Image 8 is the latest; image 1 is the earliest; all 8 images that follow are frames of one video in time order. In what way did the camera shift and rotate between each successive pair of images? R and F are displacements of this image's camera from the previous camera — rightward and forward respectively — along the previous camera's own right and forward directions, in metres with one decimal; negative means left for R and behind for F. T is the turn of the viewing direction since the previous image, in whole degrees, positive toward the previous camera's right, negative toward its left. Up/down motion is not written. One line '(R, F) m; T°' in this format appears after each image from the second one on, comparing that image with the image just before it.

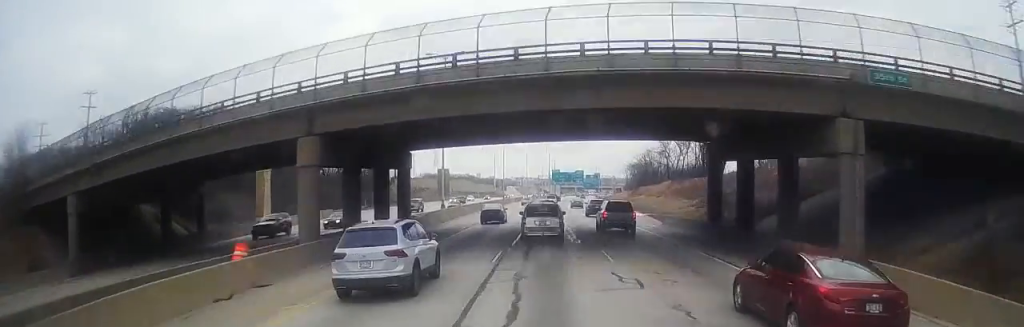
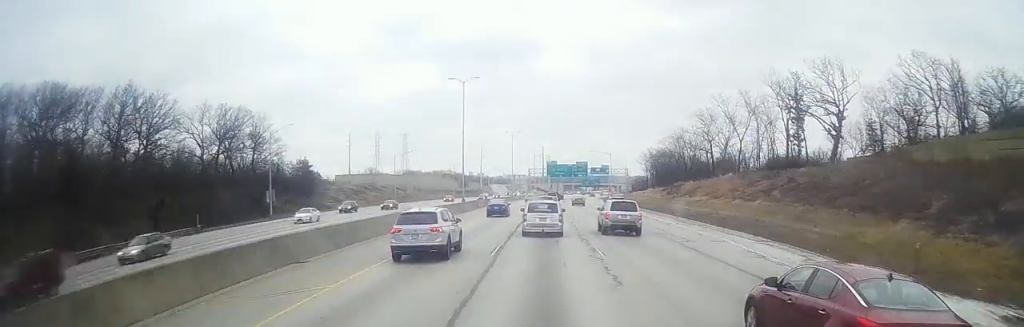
(-0.1, +58.4) m; +2°
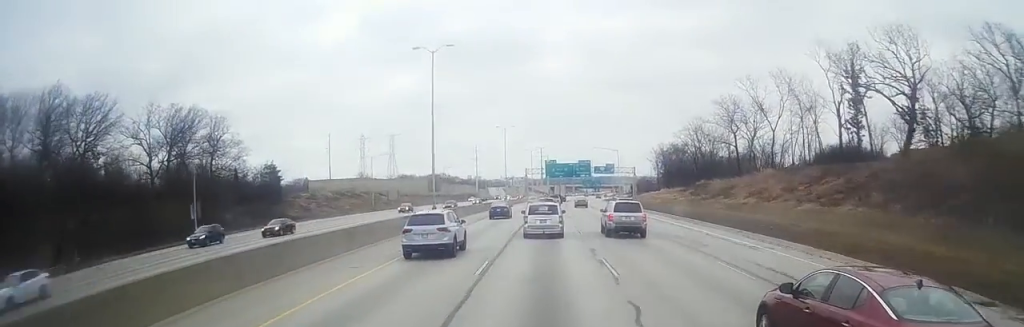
(+0.3, +19.4) m; +1°
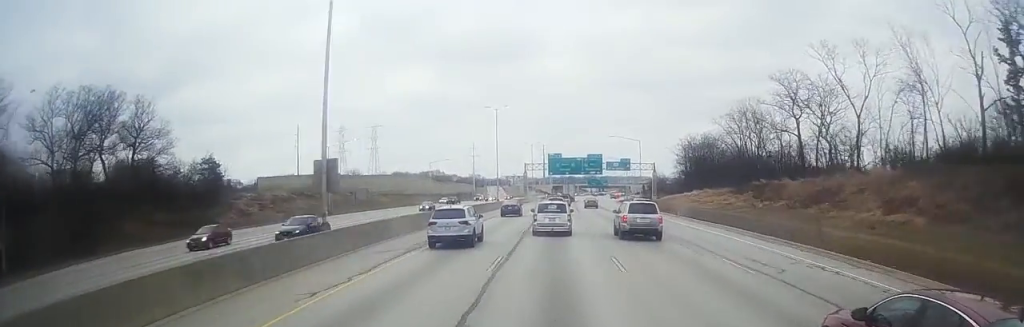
(0.0, +29.2) m; 0°
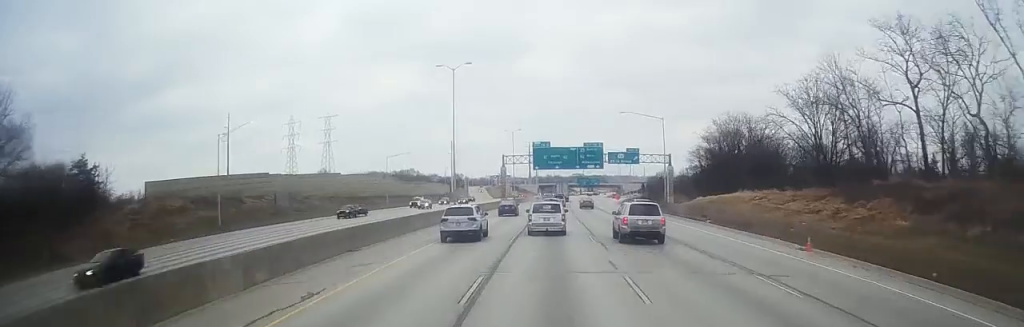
(-0.5, +34.6) m; -2°
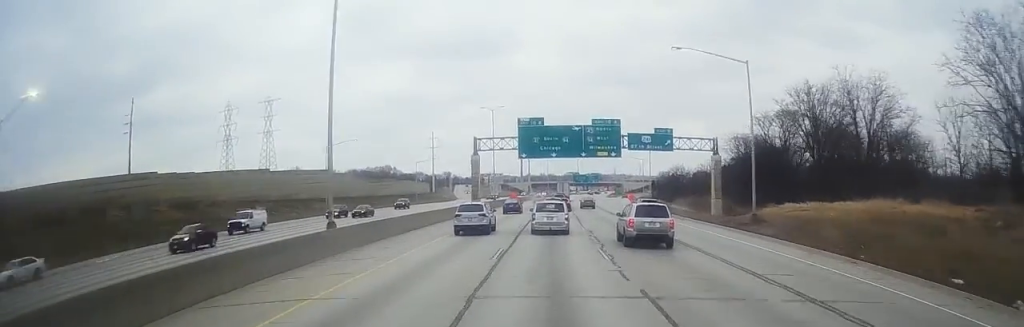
(-0.3, +37.1) m; +1°
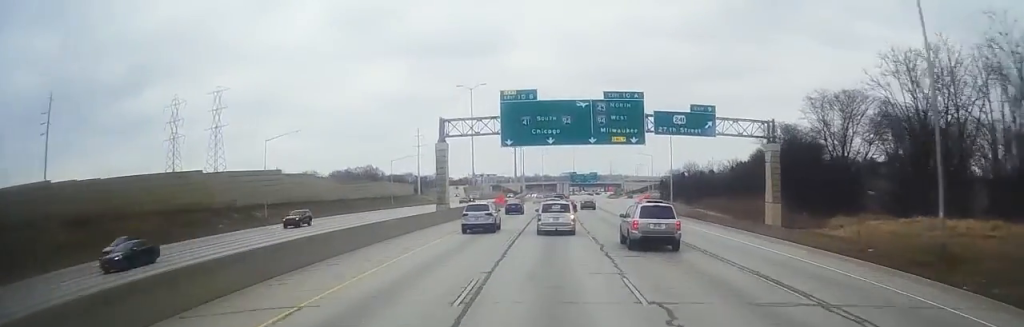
(+0.5, +23.2) m; +1°
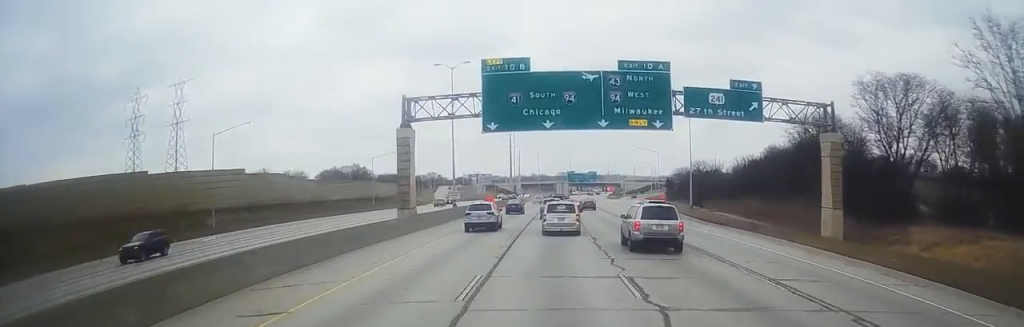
(0.0, +14.1) m; 0°
